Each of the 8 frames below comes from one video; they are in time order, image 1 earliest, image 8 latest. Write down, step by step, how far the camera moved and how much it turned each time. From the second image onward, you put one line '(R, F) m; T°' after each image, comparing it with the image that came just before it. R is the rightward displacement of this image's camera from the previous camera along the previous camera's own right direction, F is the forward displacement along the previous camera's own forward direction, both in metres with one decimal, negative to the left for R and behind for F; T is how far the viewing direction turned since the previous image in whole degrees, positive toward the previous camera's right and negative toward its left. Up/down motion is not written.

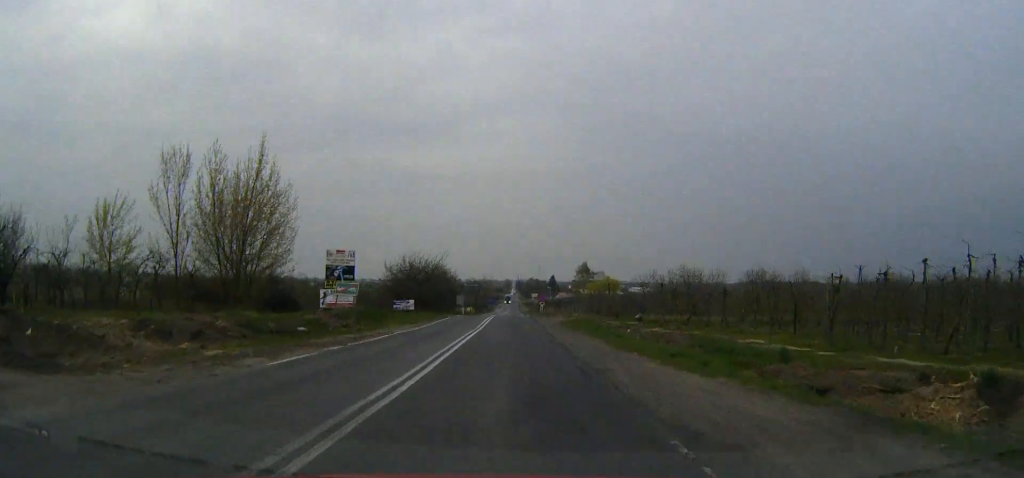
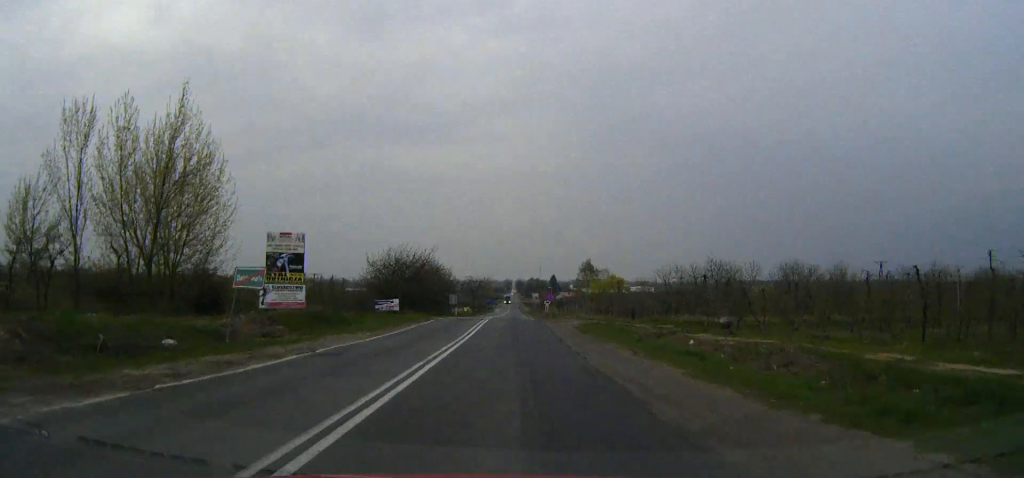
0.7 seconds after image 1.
(0.0, +12.2) m; 0°
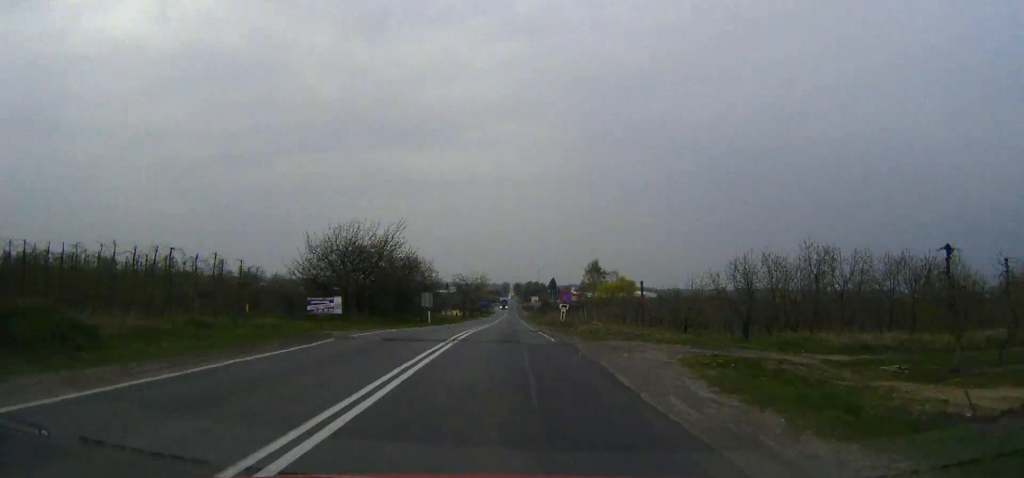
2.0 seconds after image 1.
(0.0, +25.4) m; 0°
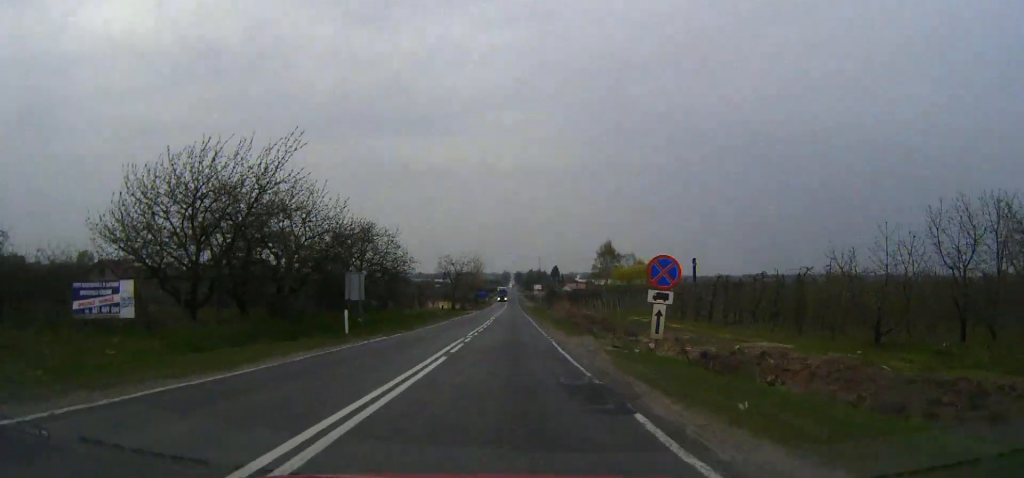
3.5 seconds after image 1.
(0.0, +30.4) m; 0°
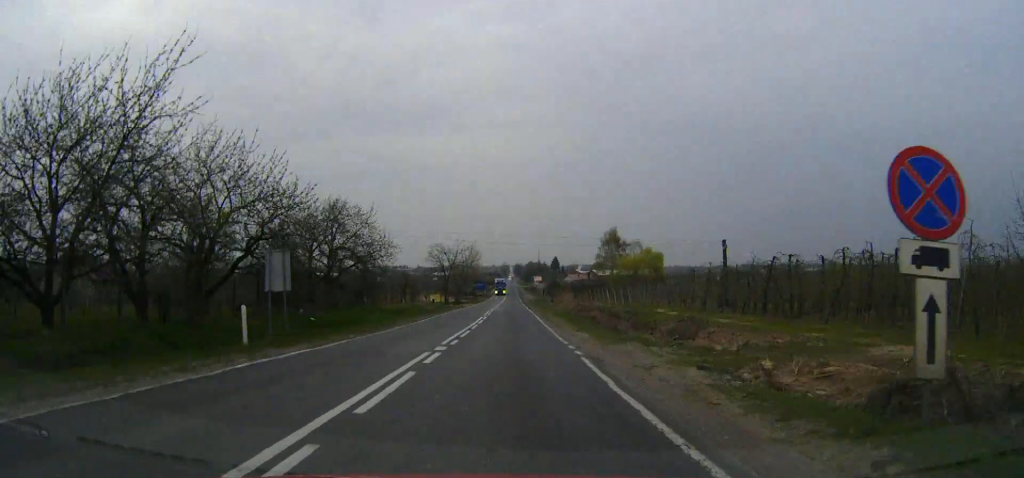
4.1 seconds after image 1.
(+0.1, +11.6) m; 0°
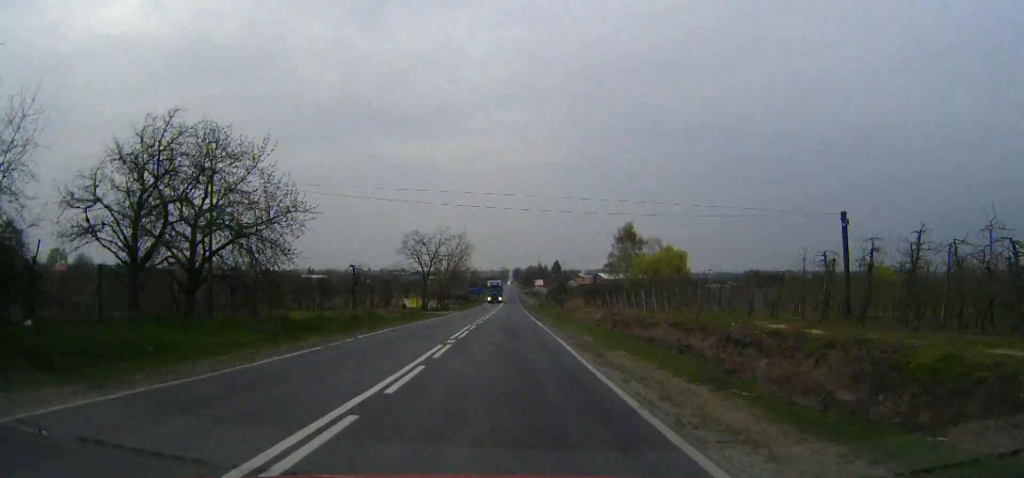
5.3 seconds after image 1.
(0.0, +25.0) m; 0°
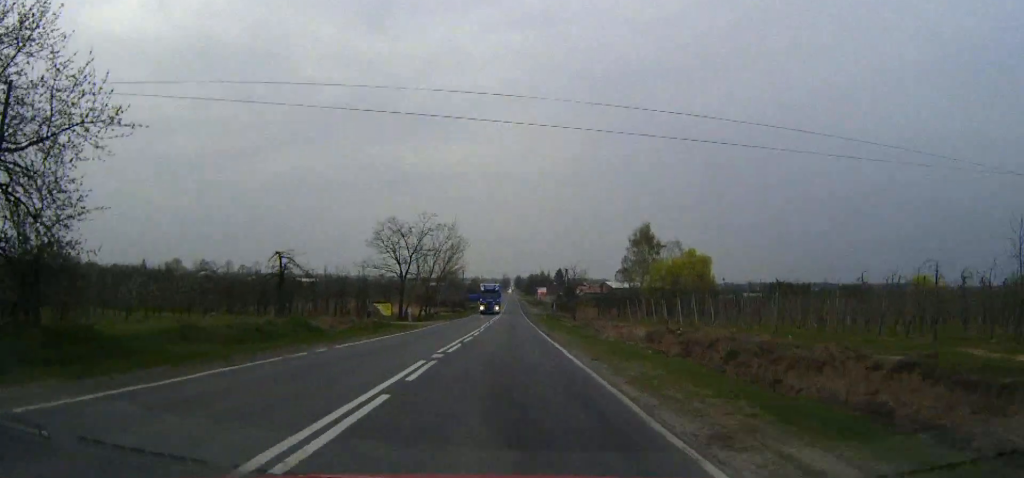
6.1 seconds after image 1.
(0.0, +17.7) m; 0°
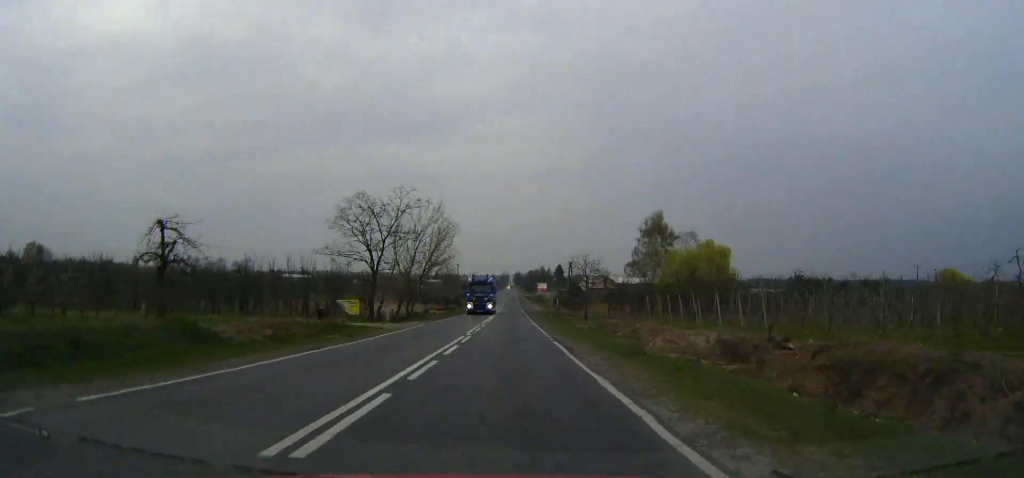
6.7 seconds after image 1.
(0.0, +13.0) m; 0°
